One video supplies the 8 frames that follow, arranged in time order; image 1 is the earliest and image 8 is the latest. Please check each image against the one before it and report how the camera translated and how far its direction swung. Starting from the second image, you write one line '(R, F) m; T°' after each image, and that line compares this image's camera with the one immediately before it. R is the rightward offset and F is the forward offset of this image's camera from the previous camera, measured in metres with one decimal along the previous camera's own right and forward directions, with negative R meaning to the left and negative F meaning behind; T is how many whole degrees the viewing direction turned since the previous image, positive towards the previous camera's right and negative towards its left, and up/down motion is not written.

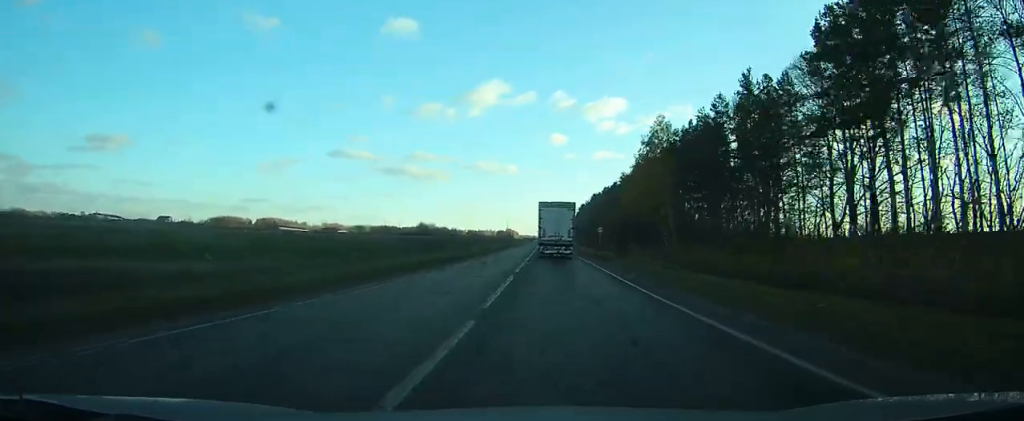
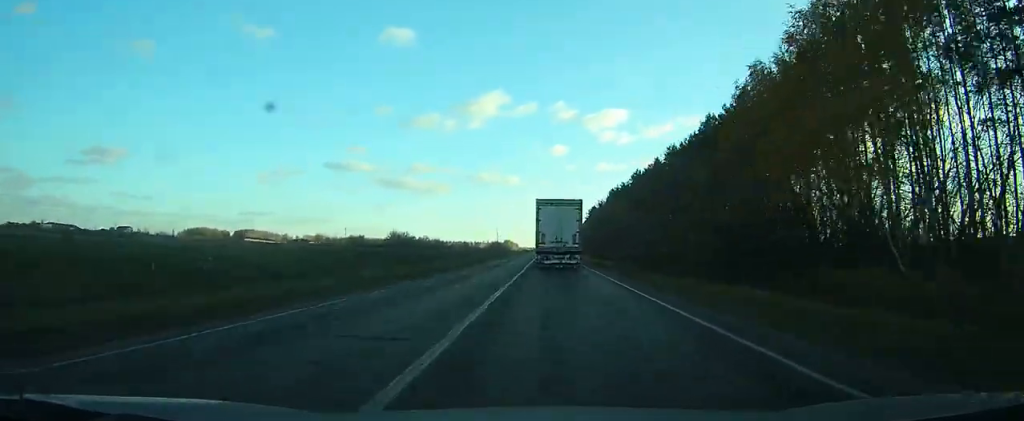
(0.0, +74.4) m; 0°
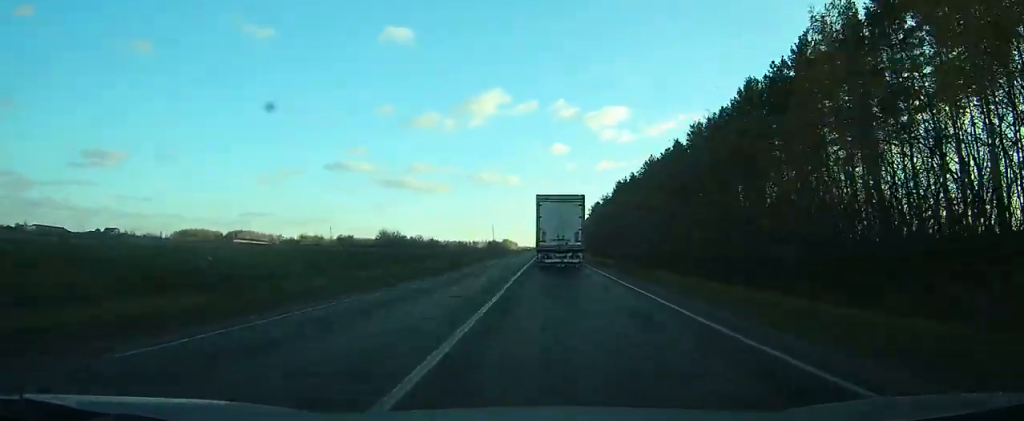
(+0.1, +19.7) m; 0°
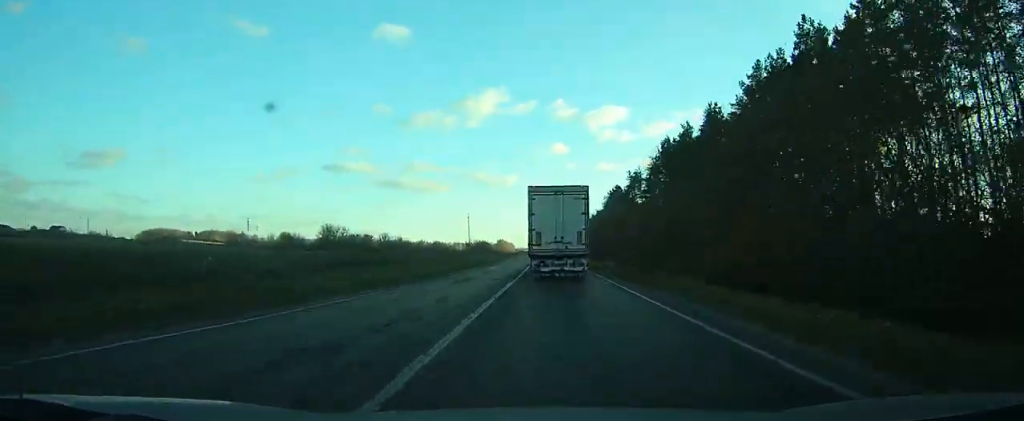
(-0.3, +70.4) m; 0°
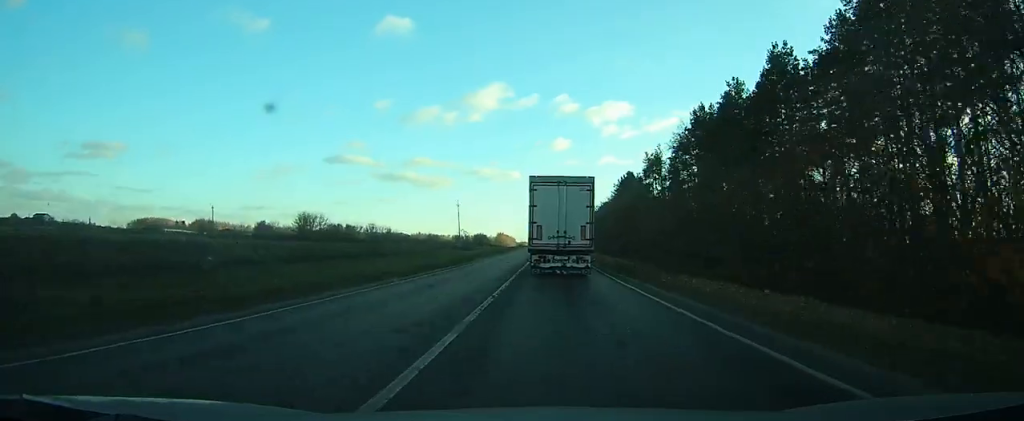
(0.0, +21.7) m; 0°
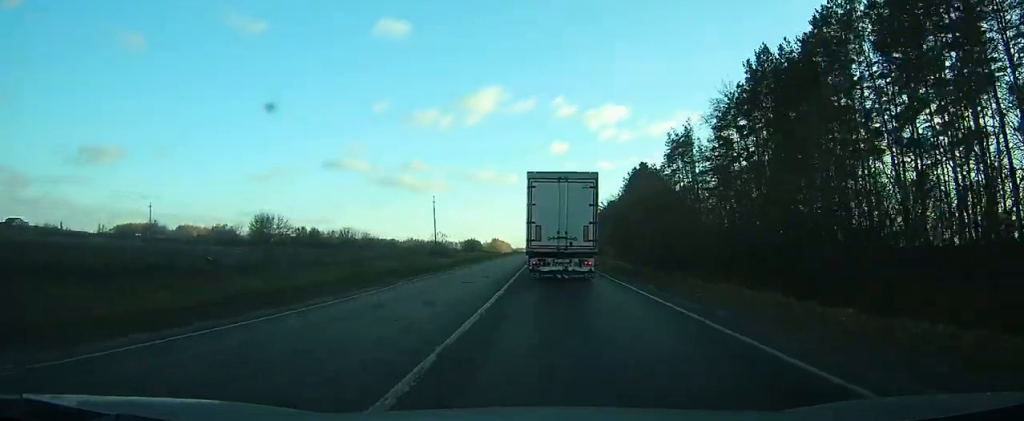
(0.0, +28.1) m; 0°
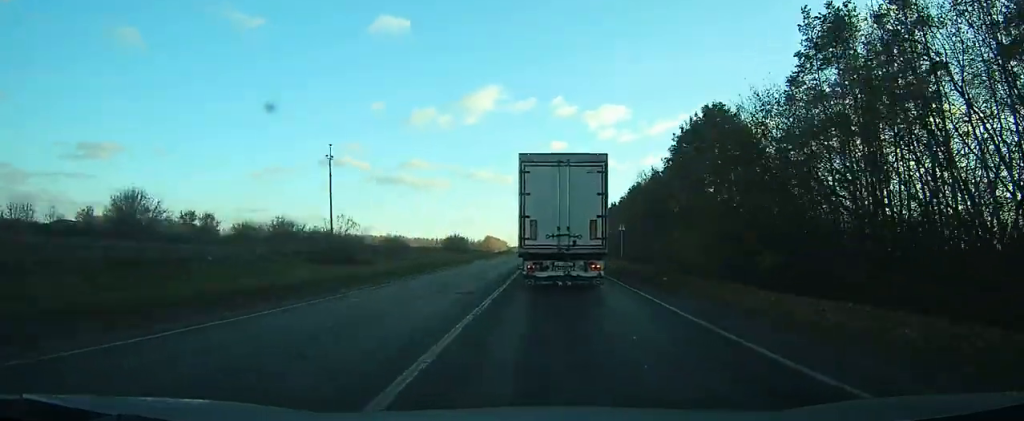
(+0.3, +58.5) m; 0°
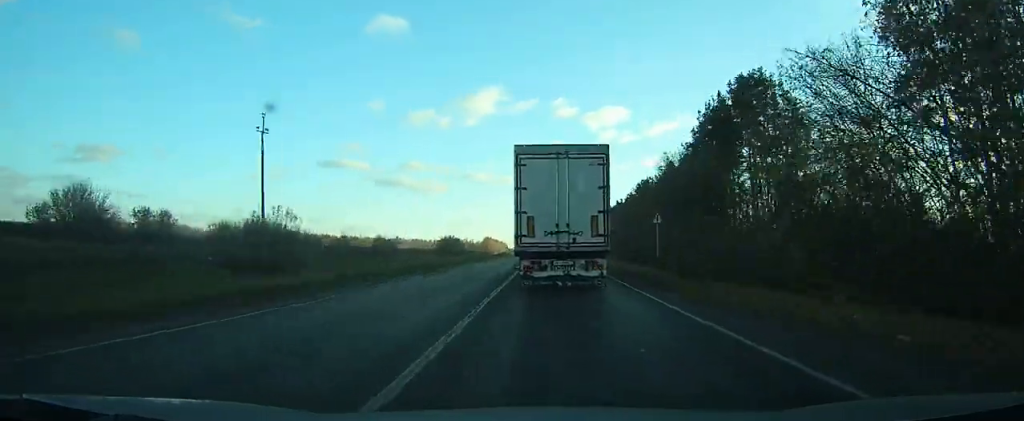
(-0.1, +14.7) m; 0°
